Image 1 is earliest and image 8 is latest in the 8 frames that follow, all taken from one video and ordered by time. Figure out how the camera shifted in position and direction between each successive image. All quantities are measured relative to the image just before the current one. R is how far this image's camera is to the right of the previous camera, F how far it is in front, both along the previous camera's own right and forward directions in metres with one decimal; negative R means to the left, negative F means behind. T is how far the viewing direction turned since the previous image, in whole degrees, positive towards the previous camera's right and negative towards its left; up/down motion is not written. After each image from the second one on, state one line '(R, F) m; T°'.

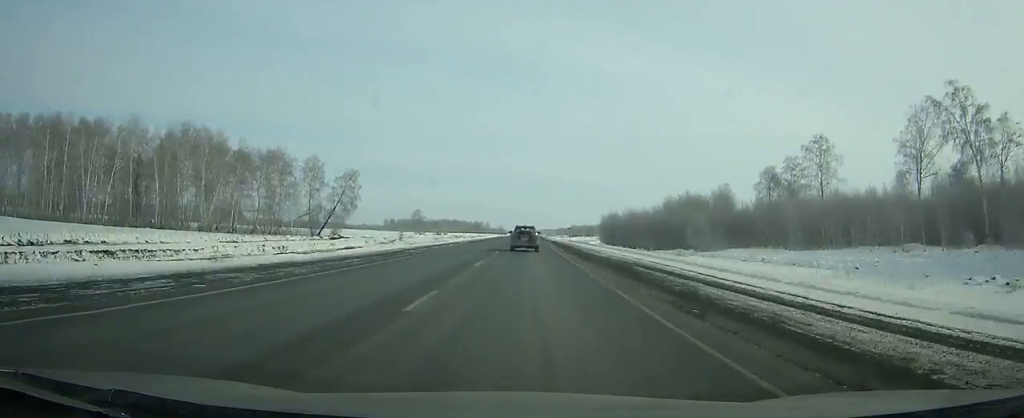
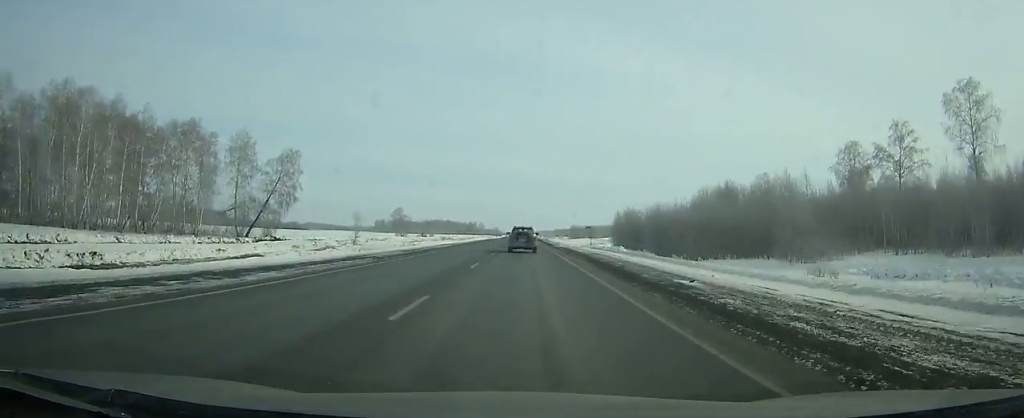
(0.0, +38.6) m; 0°
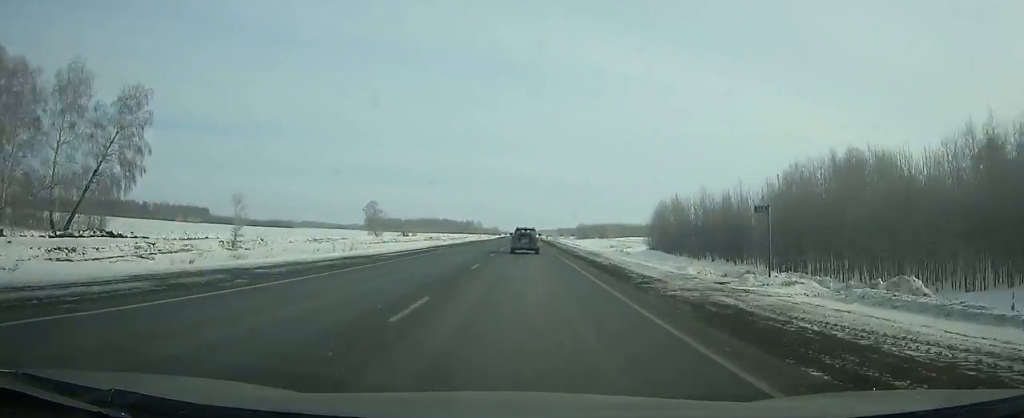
(0.0, +51.9) m; 0°
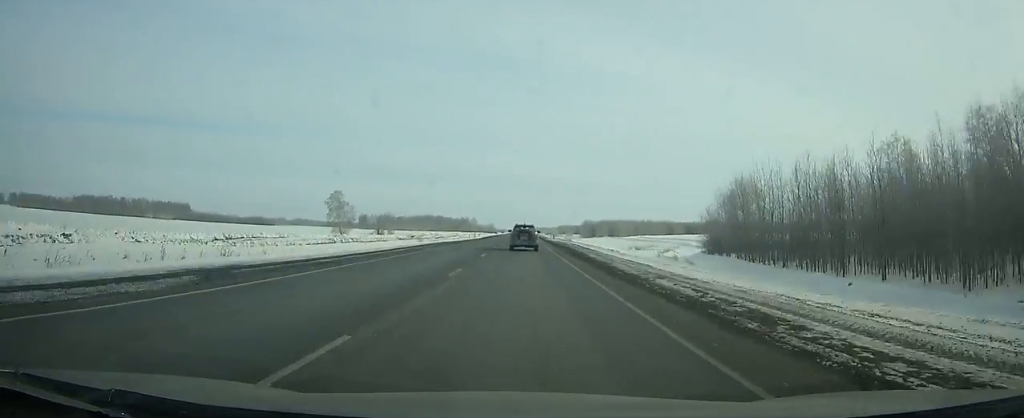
(0.0, +42.9) m; 0°
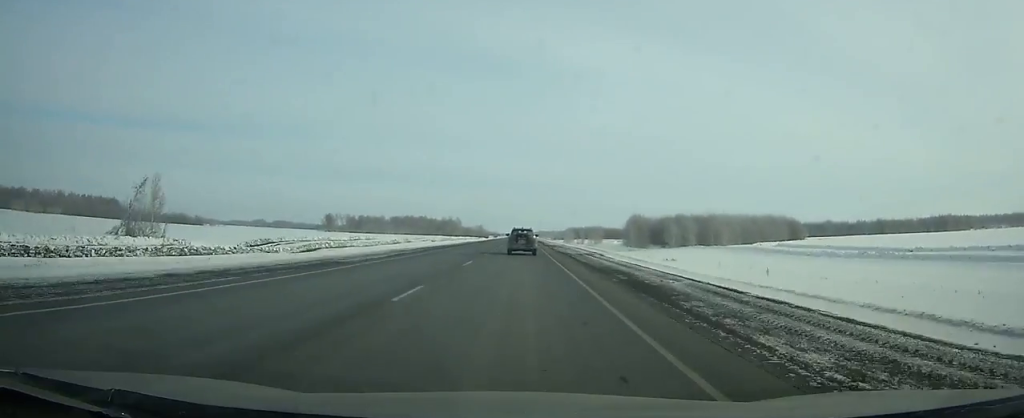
(-0.2, +143.8) m; 0°
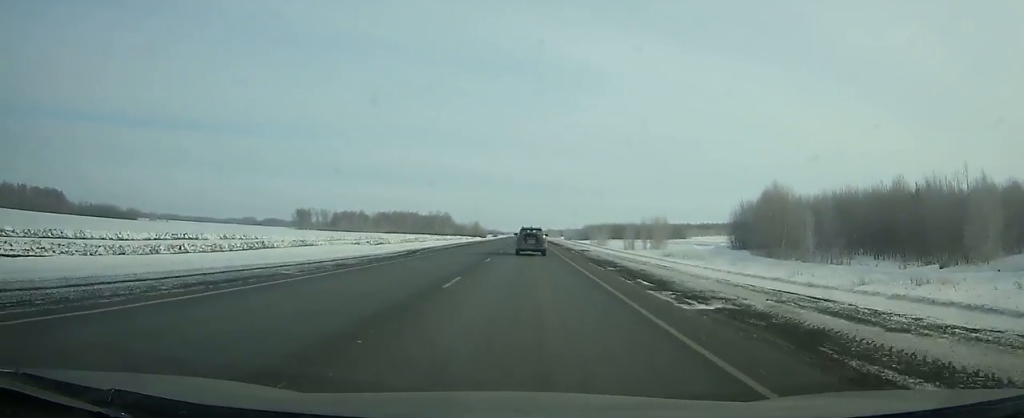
(-0.2, +91.7) m; 0°
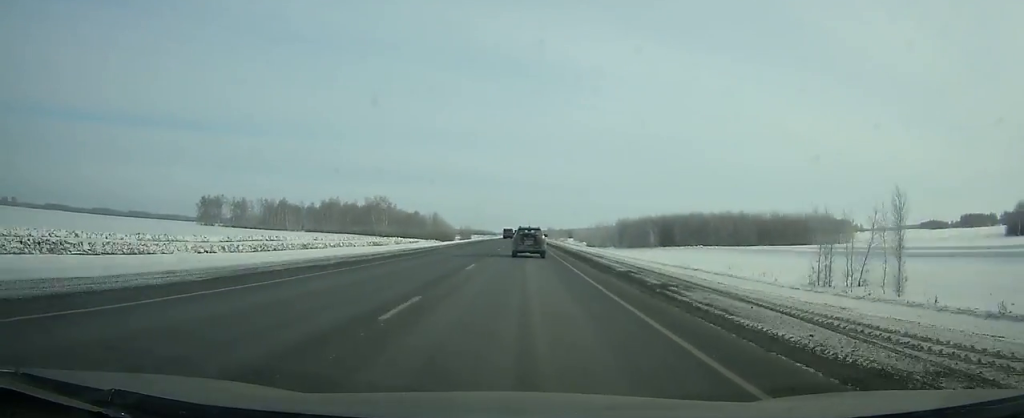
(+0.7, +145.4) m; 0°
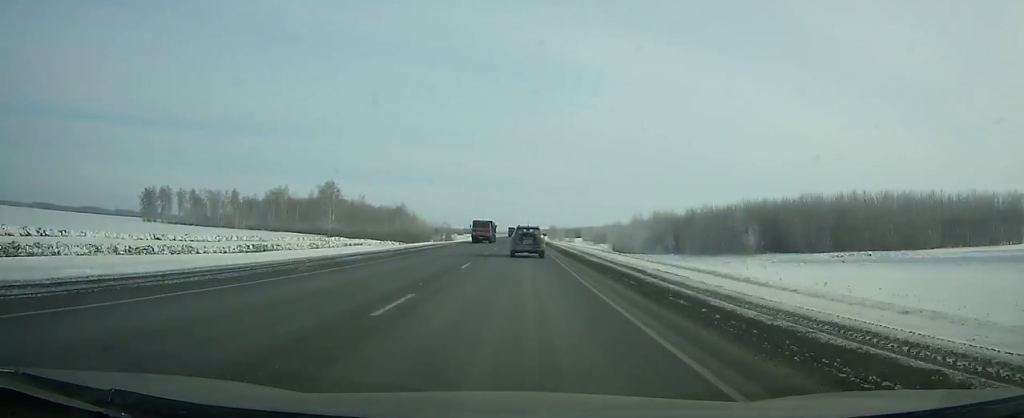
(0.0, +62.1) m; 0°
